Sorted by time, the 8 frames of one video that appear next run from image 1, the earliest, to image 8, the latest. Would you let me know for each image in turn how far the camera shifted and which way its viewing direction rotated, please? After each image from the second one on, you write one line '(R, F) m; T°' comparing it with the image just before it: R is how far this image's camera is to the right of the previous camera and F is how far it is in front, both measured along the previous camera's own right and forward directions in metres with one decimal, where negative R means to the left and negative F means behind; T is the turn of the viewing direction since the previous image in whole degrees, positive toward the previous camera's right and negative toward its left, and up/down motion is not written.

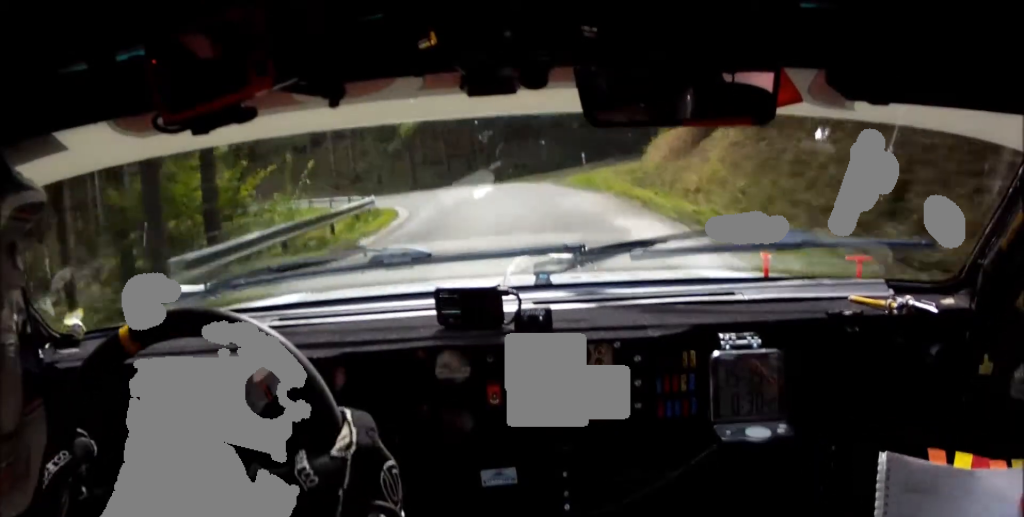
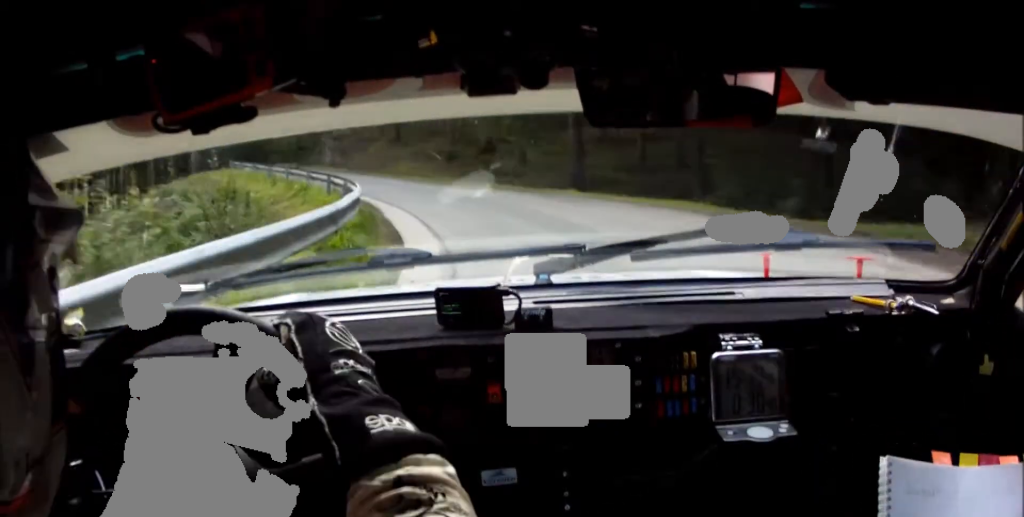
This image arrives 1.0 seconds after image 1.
(-0.7, +31.2) m; -11°
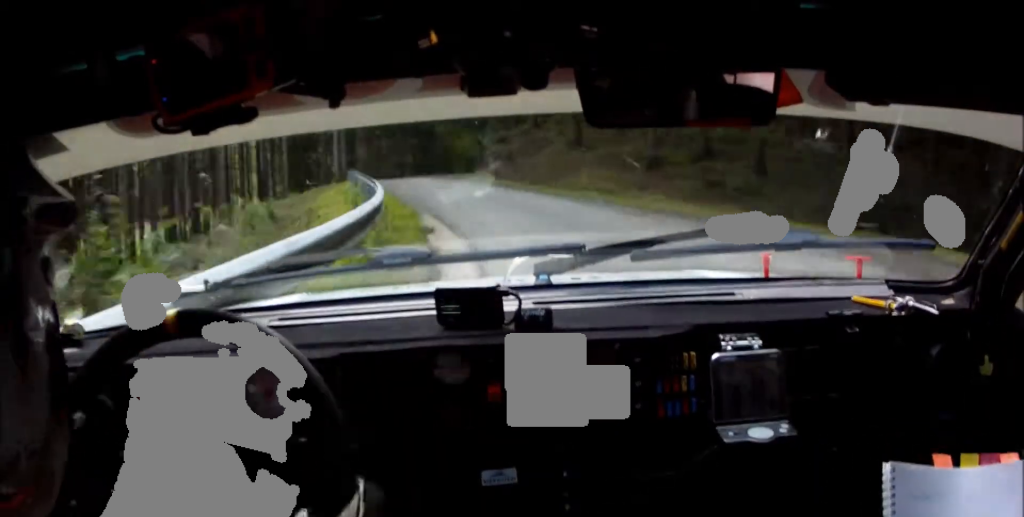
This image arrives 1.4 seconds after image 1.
(-1.5, +13.9) m; -10°
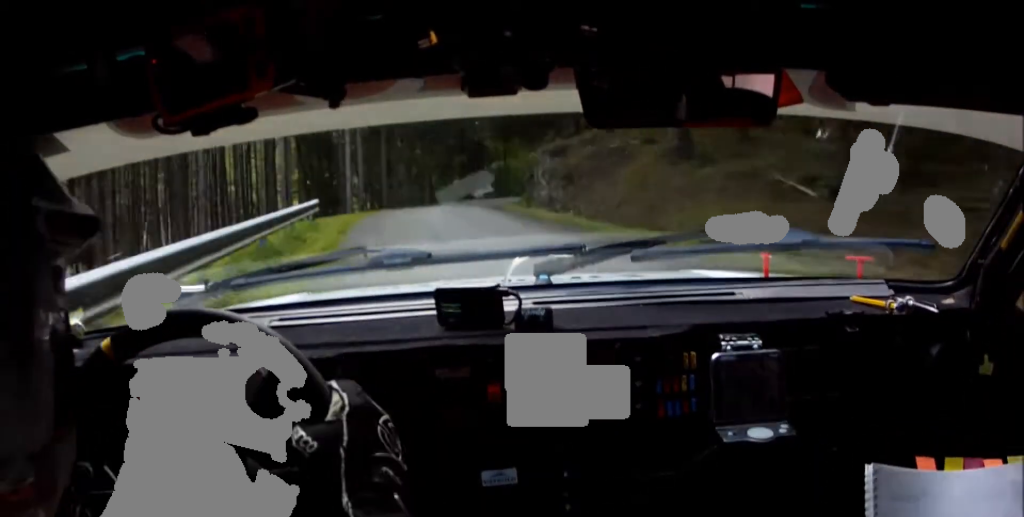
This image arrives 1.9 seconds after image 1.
(-0.4, +13.6) m; -9°
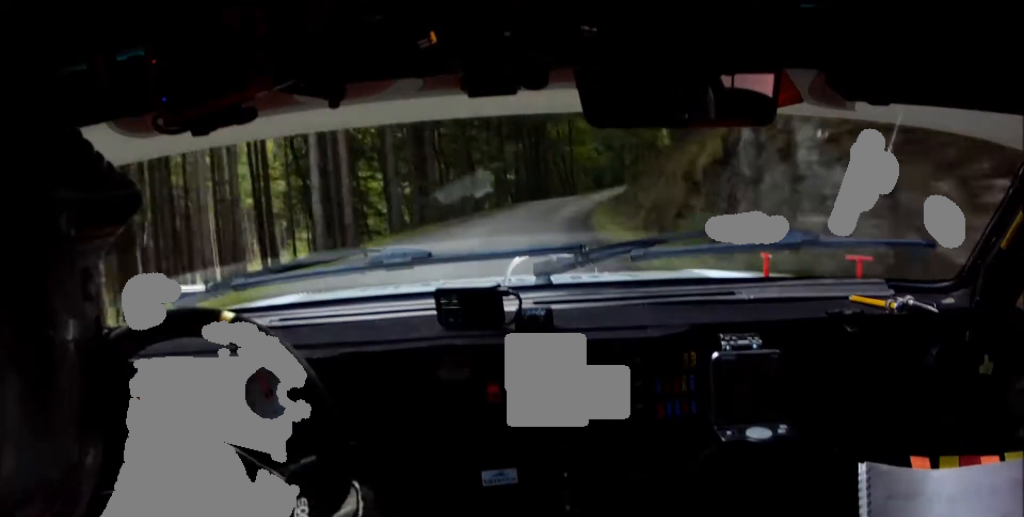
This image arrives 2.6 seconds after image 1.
(-3.6, +18.7) m; -8°
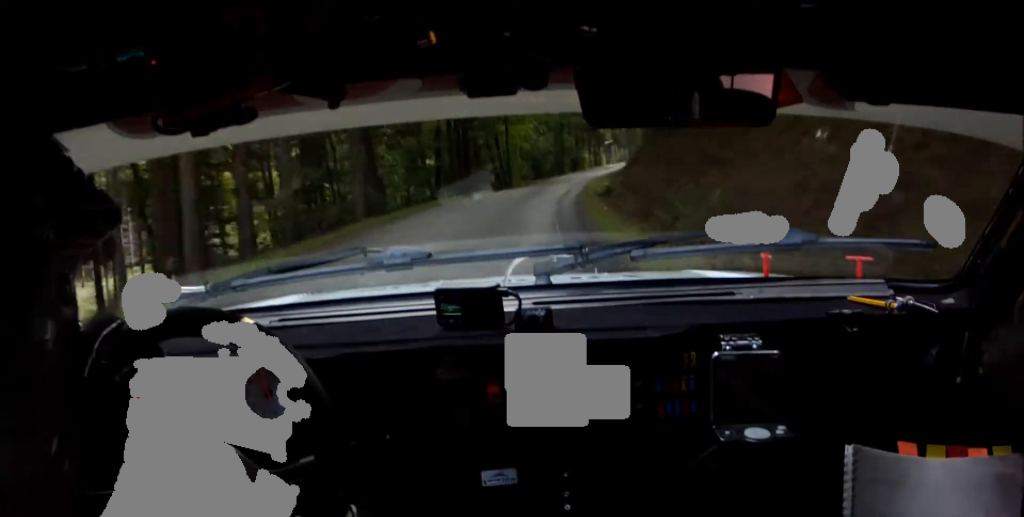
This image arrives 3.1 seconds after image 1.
(-0.7, +15.4) m; -2°
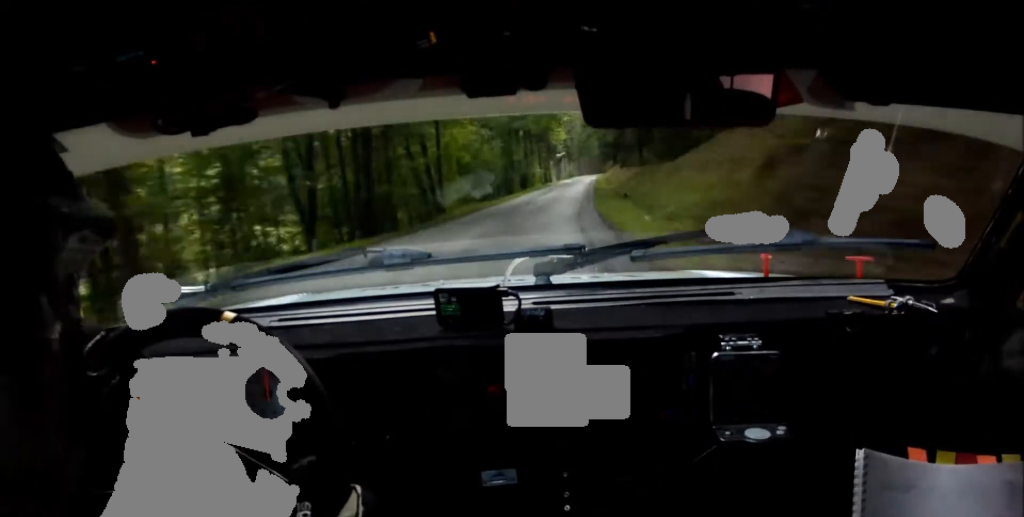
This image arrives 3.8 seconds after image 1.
(-0.1, +17.6) m; +1°
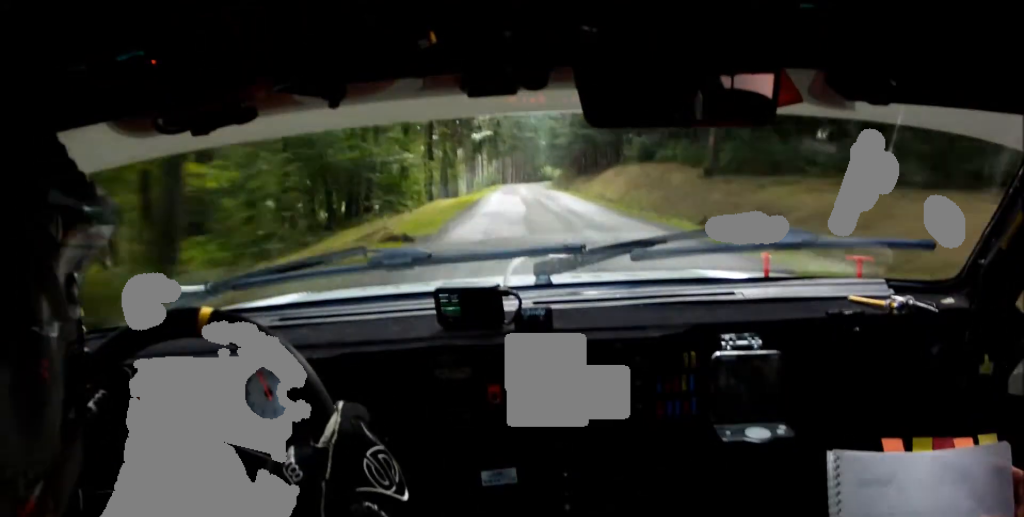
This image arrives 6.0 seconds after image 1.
(+10.6, +63.8) m; +17°
